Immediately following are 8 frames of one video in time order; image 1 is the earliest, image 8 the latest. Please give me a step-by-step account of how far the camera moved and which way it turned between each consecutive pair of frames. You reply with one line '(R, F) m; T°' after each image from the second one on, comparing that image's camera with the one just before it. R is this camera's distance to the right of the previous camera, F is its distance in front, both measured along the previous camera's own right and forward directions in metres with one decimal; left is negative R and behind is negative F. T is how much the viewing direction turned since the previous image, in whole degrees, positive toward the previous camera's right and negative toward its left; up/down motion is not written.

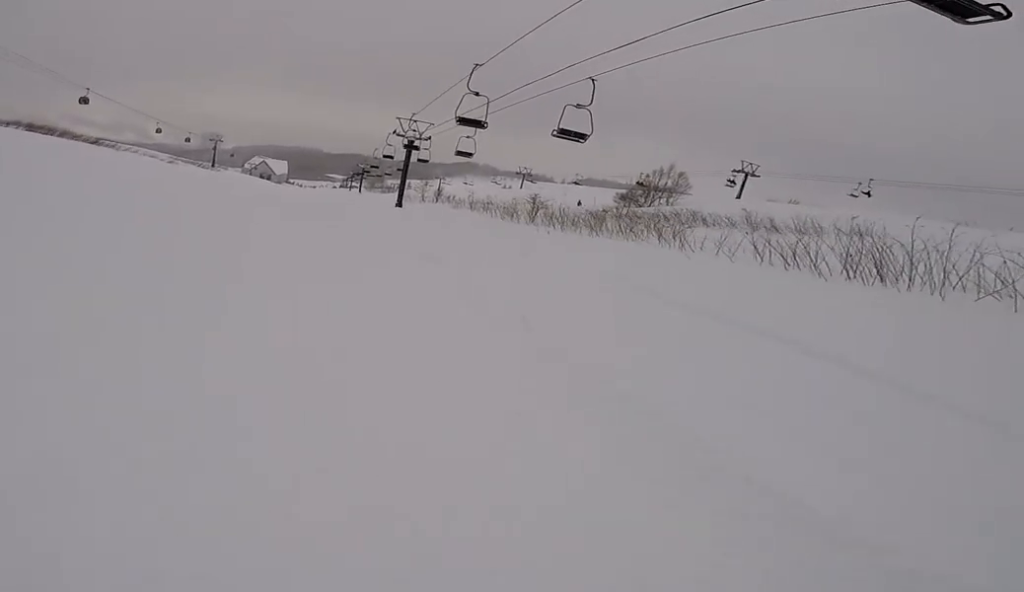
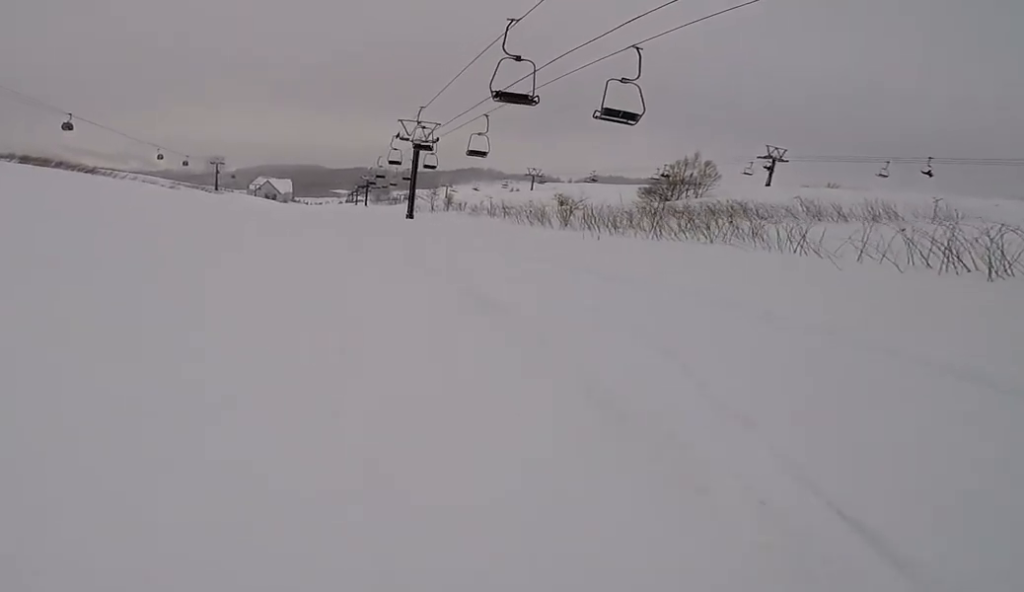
(0.0, +5.0) m; -5°
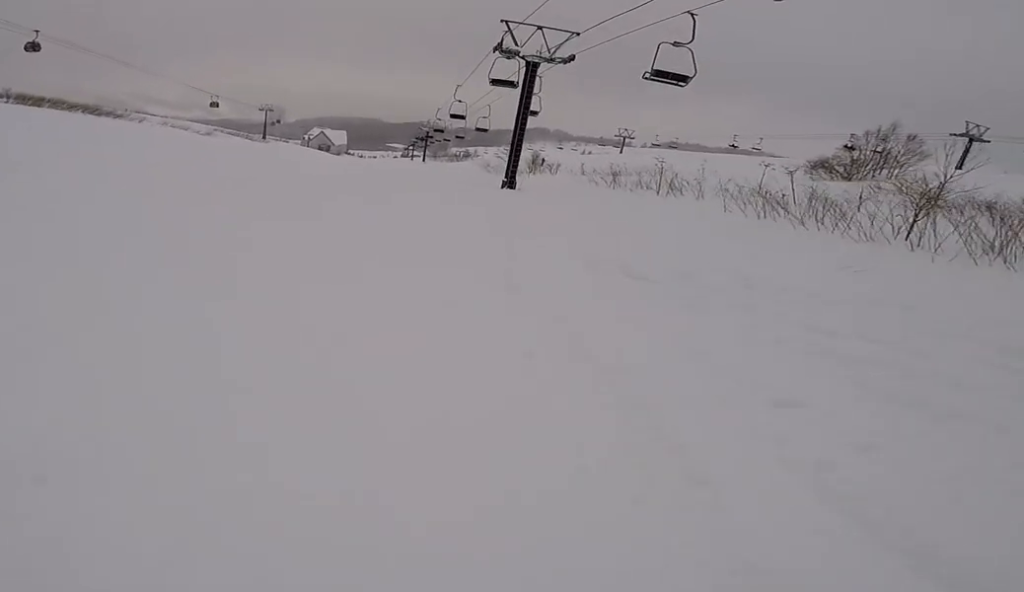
(-0.6, +19.1) m; +5°
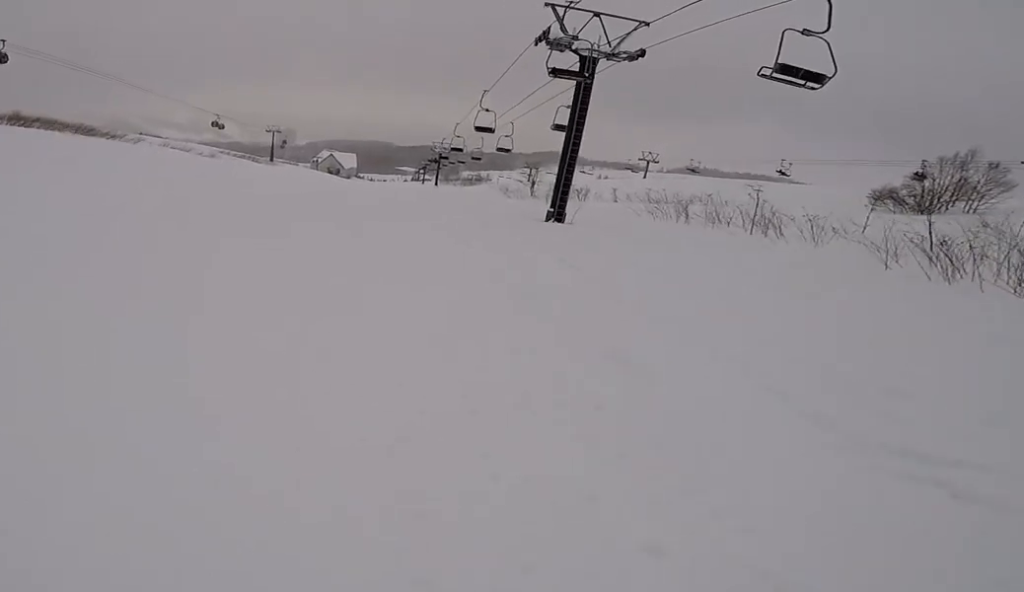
(0.0, +5.8) m; 0°
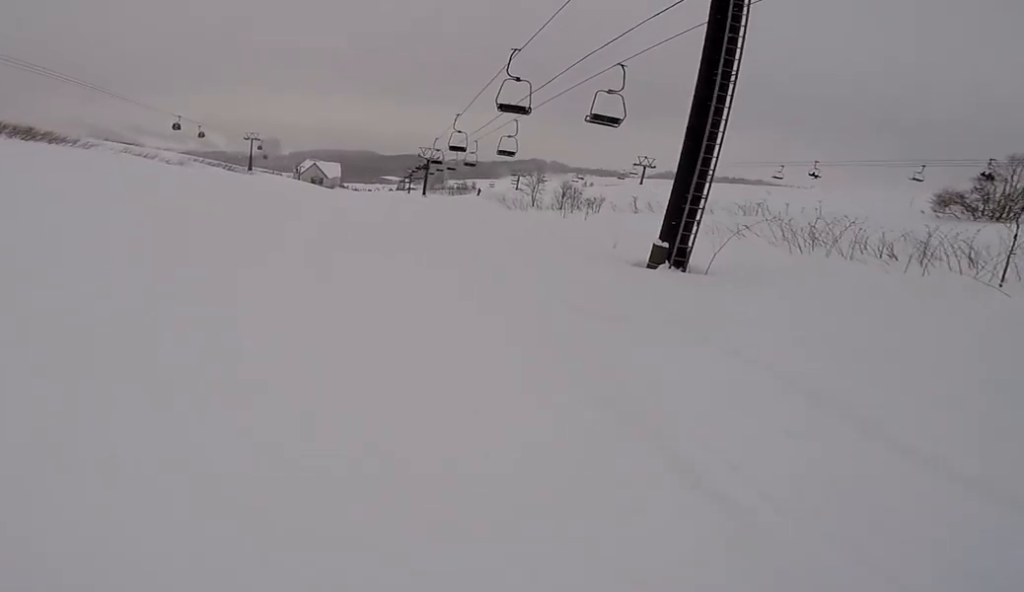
(0.0, +9.9) m; -1°
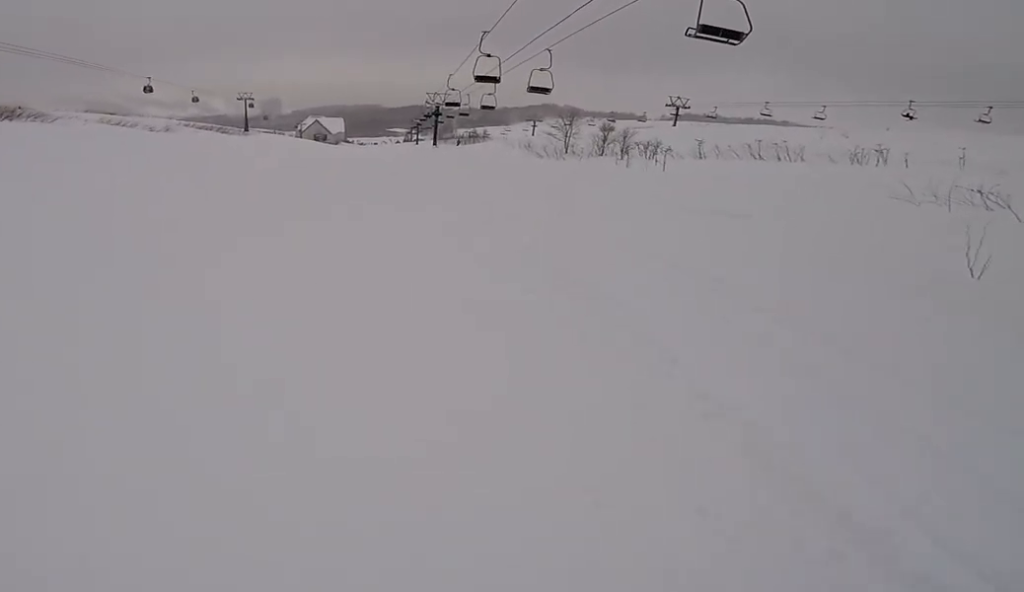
(-0.3, +8.0) m; -7°
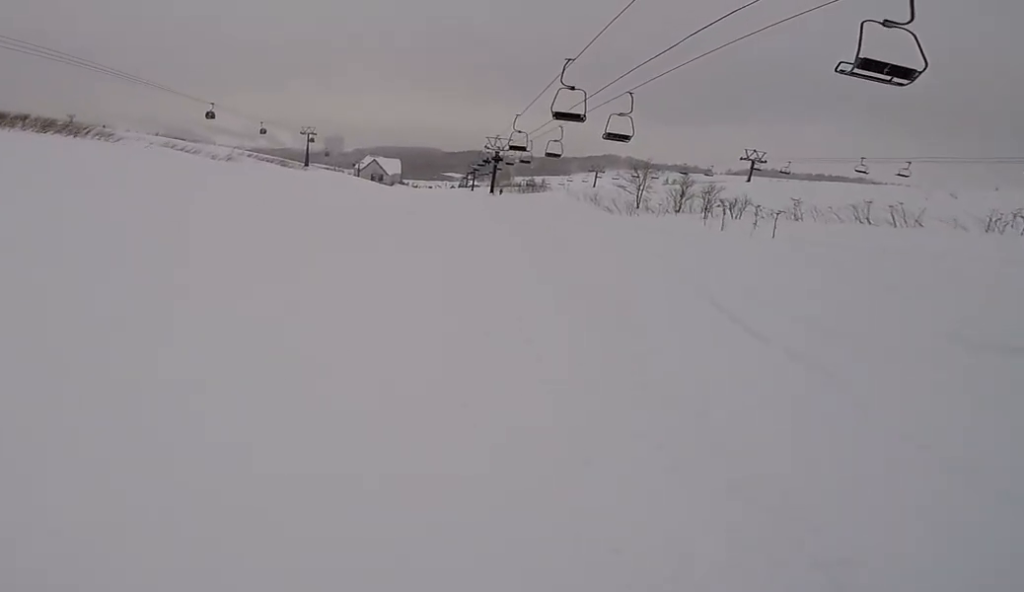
(-0.6, +3.8) m; 0°
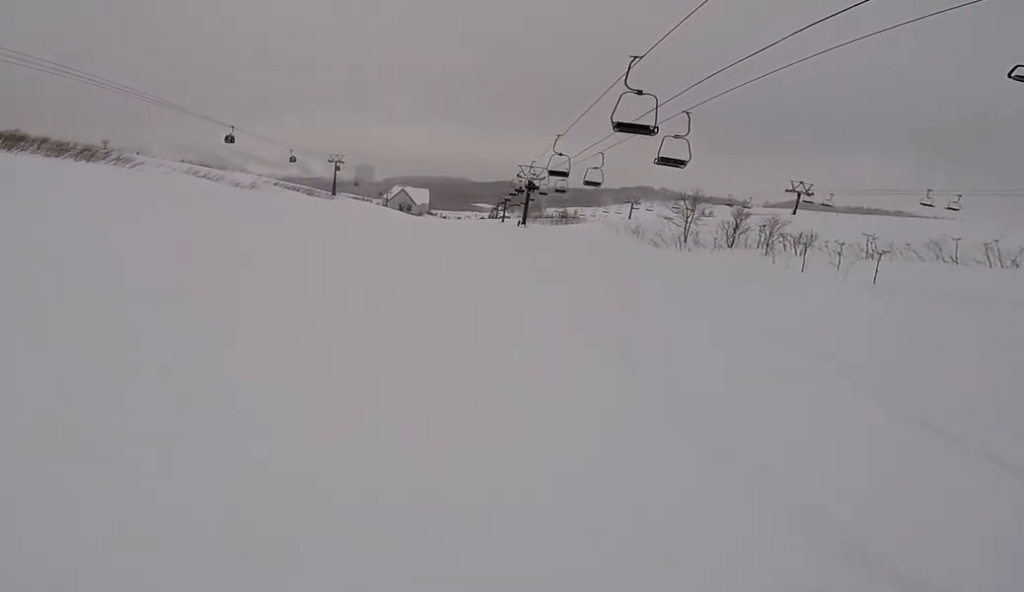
(-0.1, +3.8) m; +2°
